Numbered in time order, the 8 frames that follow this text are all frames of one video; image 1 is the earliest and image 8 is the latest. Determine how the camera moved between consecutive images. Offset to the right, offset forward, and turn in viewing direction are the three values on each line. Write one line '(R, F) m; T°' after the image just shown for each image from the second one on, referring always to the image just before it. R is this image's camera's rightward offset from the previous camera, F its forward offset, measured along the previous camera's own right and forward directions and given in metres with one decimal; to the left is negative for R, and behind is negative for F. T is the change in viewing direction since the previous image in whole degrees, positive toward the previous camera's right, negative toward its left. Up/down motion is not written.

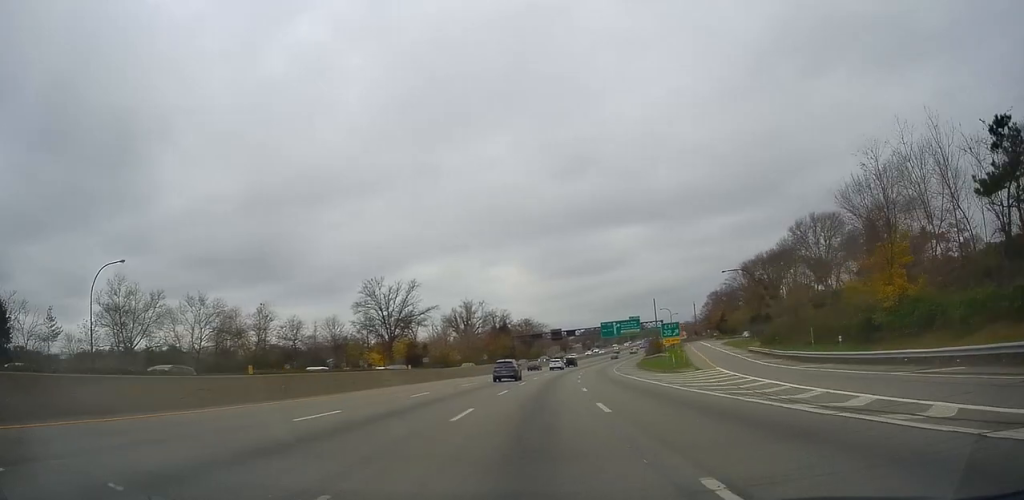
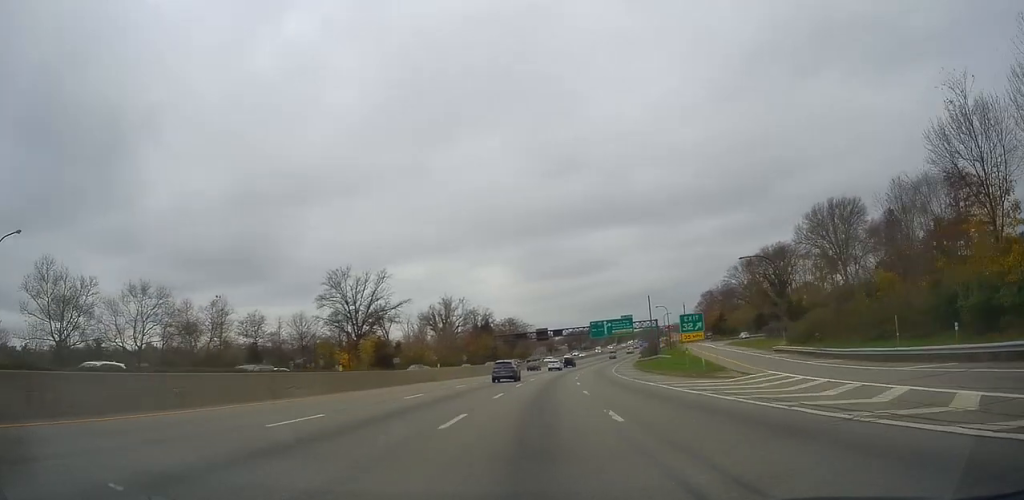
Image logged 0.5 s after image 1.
(-0.1, +13.3) m; +1°
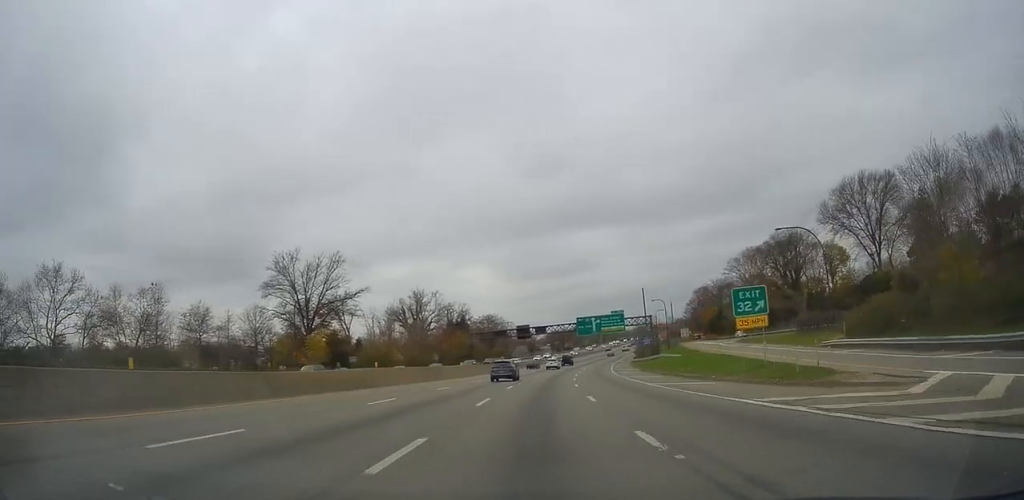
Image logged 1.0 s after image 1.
(+0.4, +16.6) m; +2°
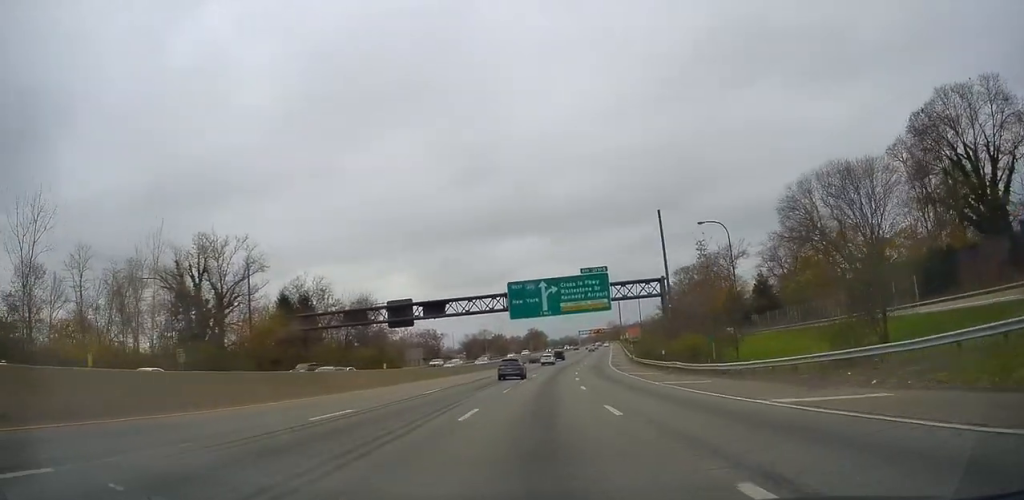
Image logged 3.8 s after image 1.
(+5.0, +77.3) m; +6°
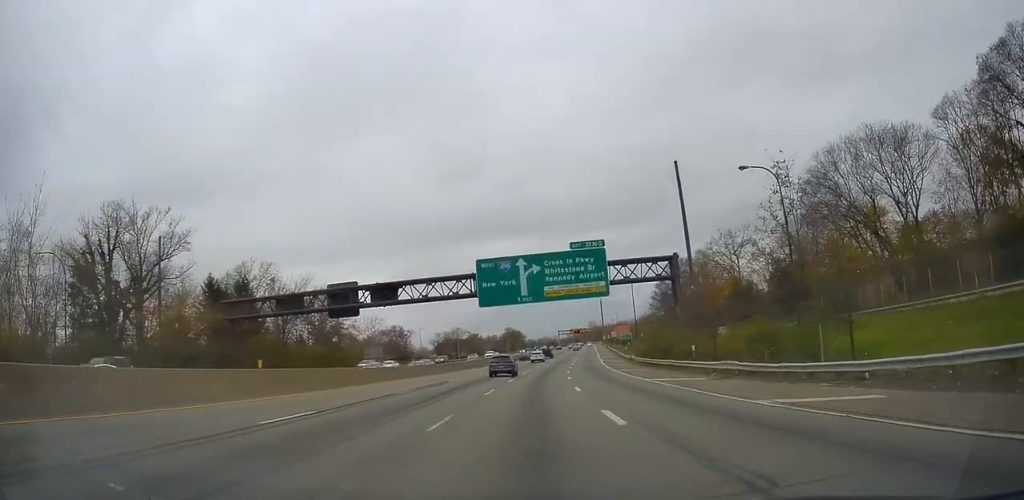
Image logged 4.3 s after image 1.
(-0.1, +15.7) m; +2°
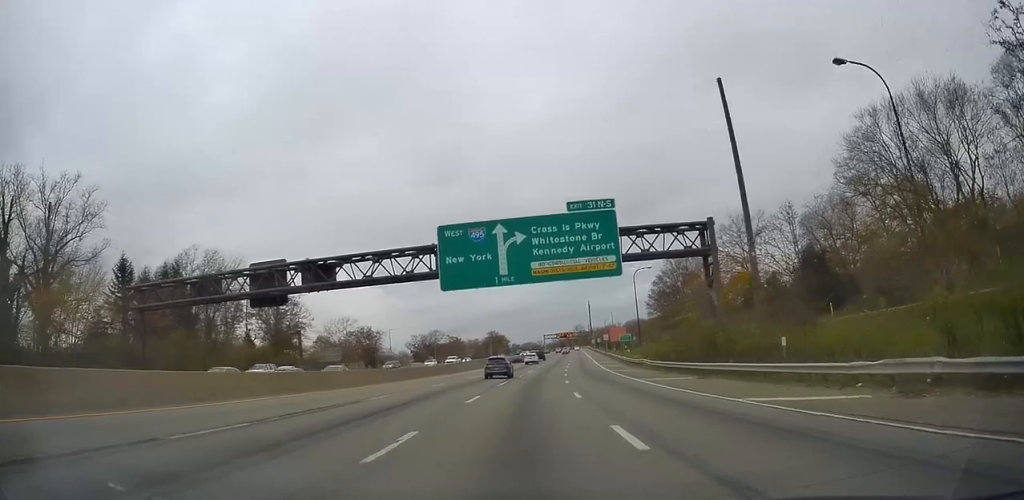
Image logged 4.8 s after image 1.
(+0.4, +15.3) m; +2°
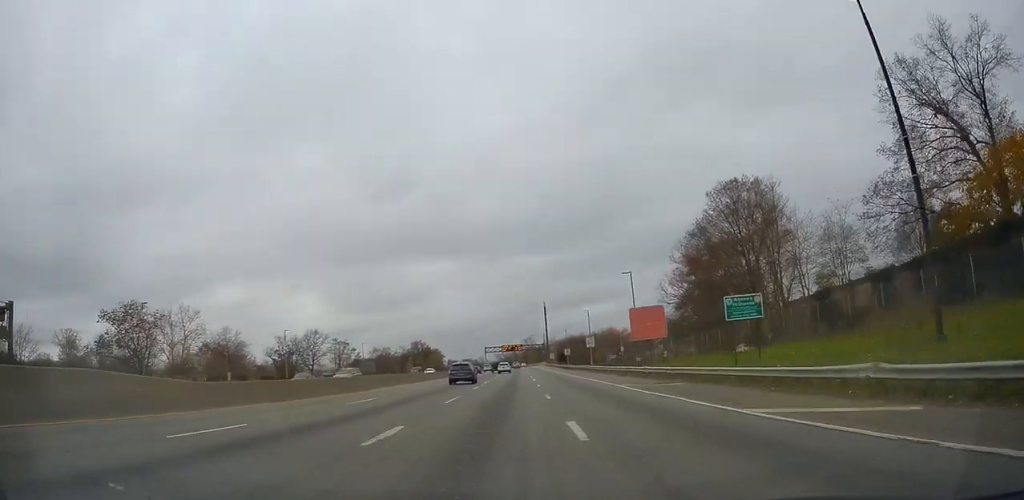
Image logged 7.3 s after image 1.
(+5.4, +69.6) m; +8°
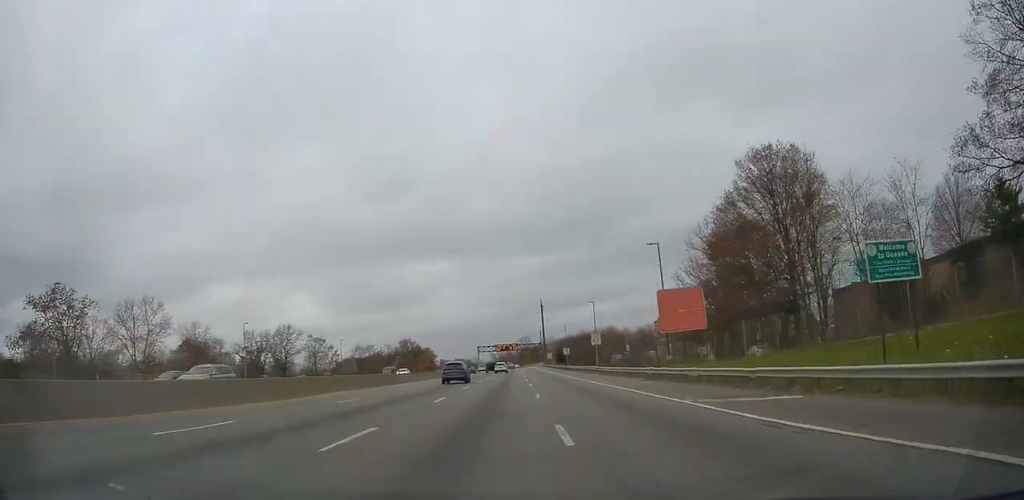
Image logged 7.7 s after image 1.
(+0.1, +12.5) m; +1°
